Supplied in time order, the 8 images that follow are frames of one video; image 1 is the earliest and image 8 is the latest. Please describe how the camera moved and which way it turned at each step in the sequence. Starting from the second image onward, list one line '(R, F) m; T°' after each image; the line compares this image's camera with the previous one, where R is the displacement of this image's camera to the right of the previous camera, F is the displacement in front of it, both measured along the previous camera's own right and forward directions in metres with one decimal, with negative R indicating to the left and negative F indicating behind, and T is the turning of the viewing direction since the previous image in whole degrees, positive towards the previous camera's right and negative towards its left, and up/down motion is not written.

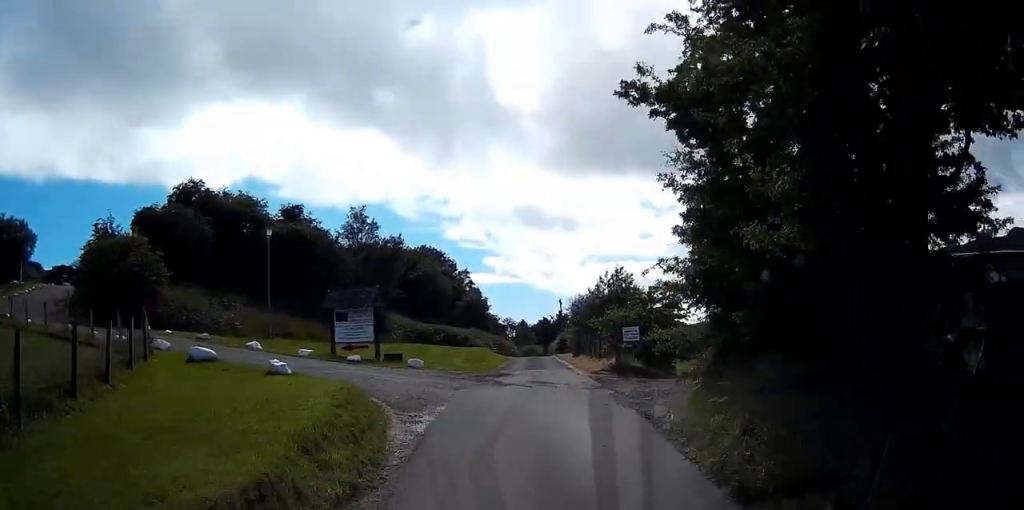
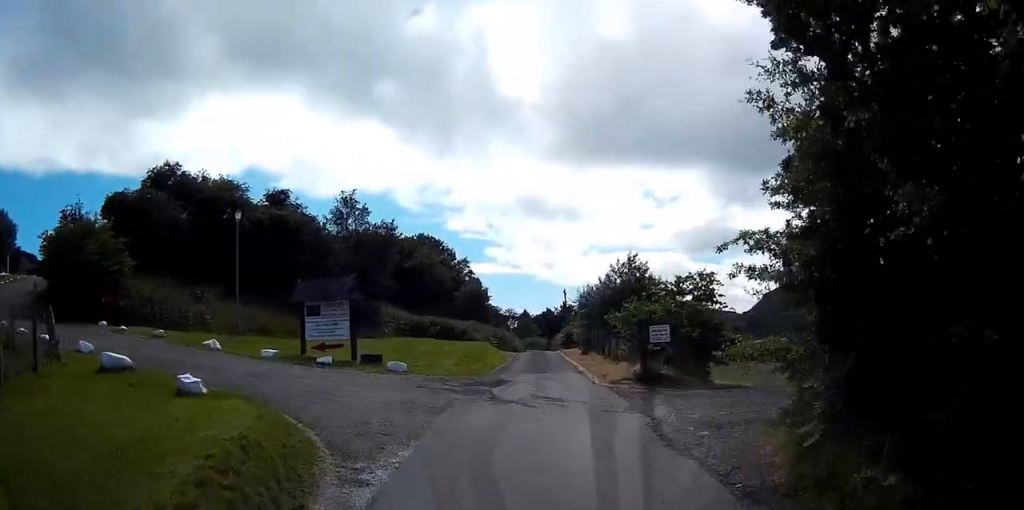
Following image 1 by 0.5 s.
(0.0, +4.0) m; -2°
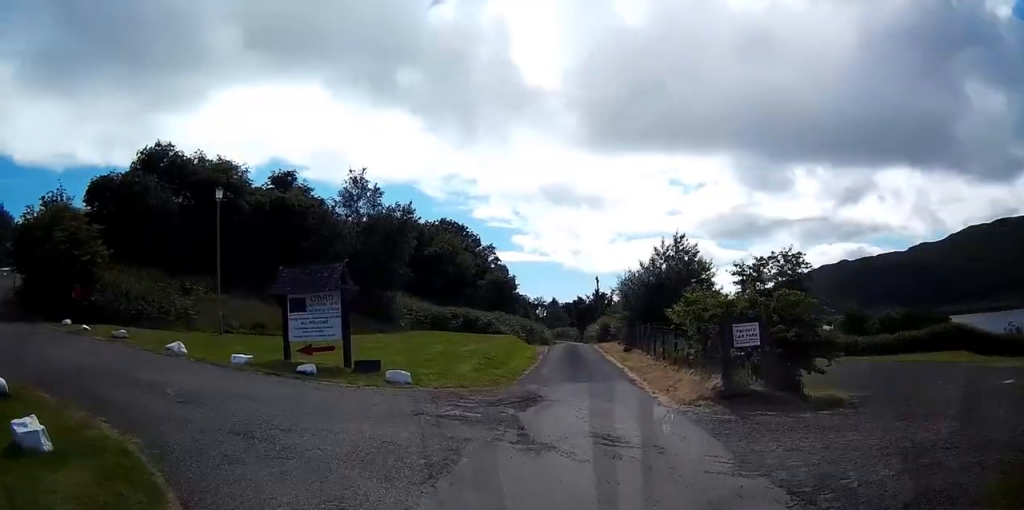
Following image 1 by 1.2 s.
(-0.1, +4.5) m; -5°
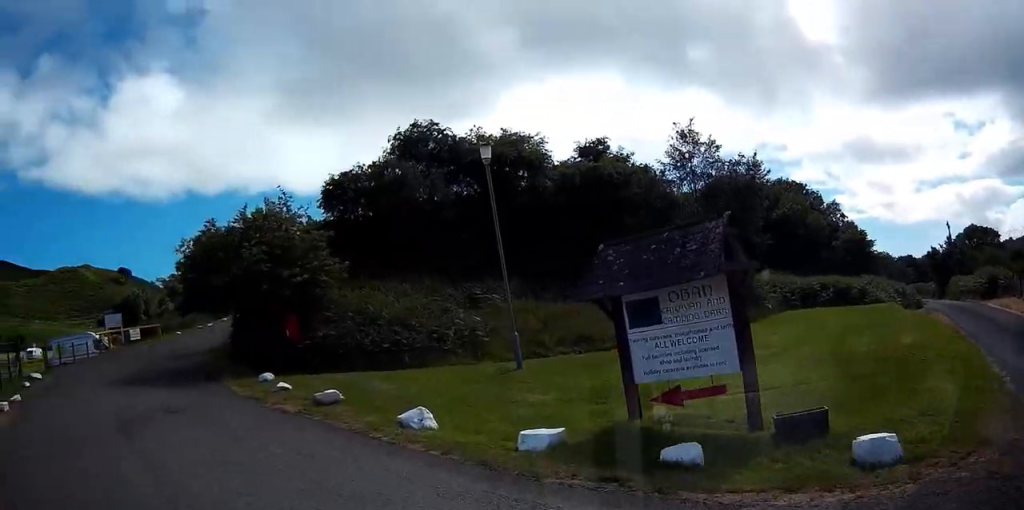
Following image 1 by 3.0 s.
(-2.4, +9.1) m; -37°
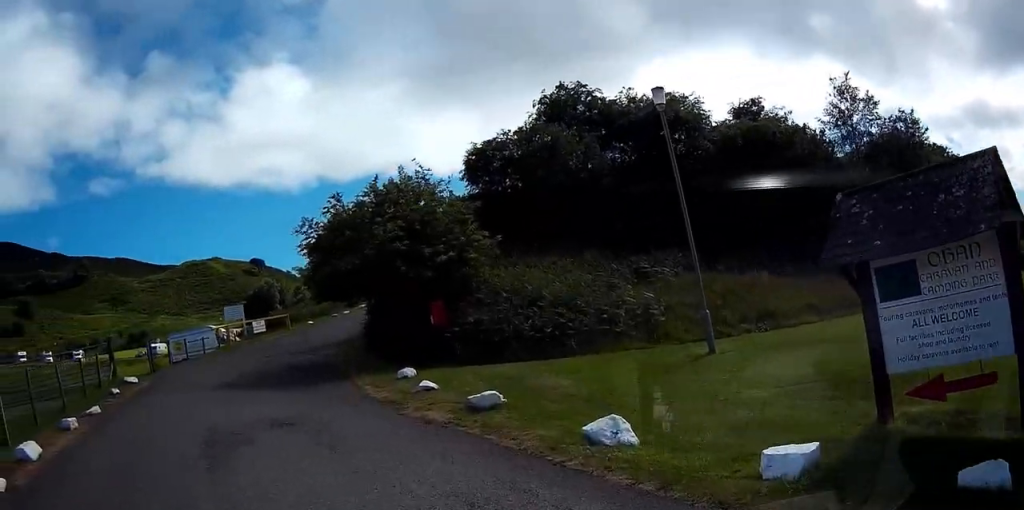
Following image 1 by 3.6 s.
(-0.3, +2.7) m; -11°
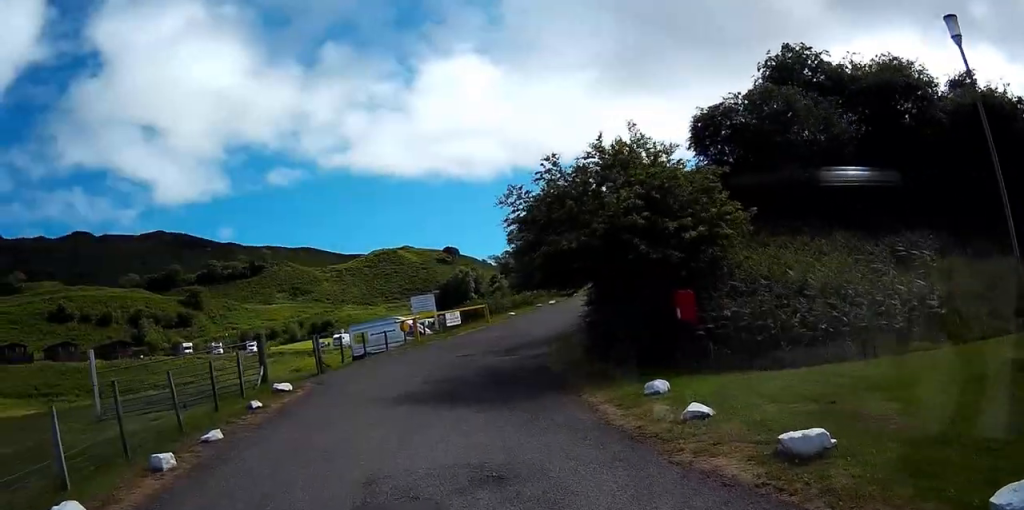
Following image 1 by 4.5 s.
(-0.5, +4.0) m; -8°
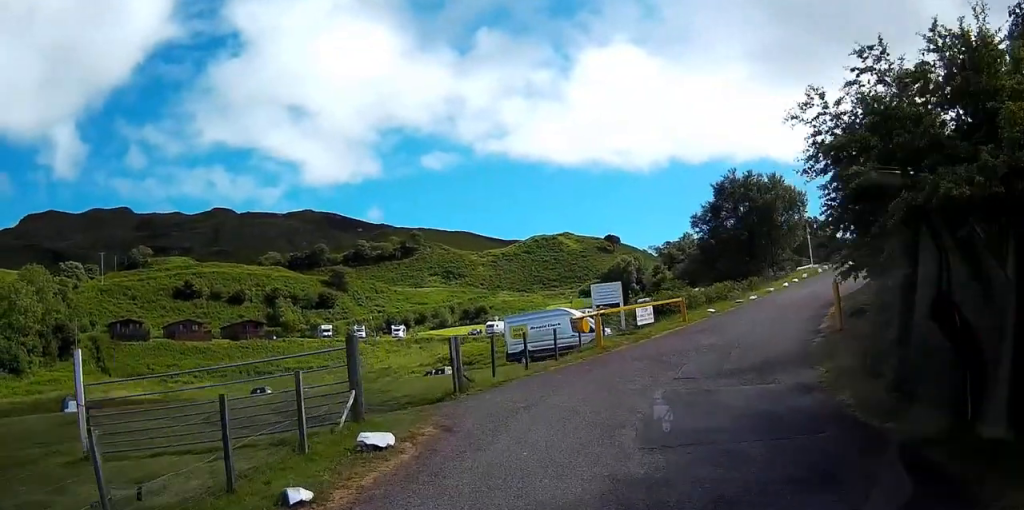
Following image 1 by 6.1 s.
(-0.4, +8.0) m; -2°
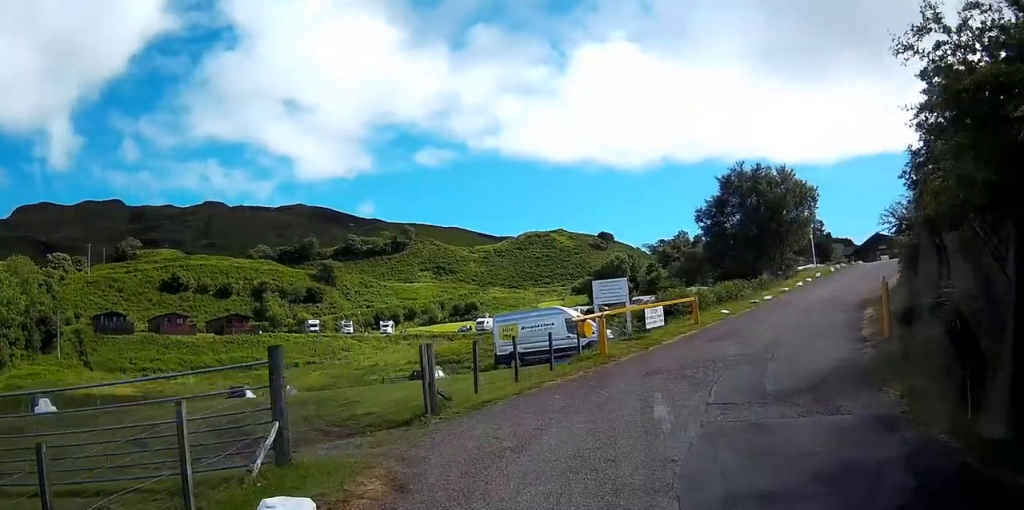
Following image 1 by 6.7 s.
(0.0, +3.4) m; +3°
